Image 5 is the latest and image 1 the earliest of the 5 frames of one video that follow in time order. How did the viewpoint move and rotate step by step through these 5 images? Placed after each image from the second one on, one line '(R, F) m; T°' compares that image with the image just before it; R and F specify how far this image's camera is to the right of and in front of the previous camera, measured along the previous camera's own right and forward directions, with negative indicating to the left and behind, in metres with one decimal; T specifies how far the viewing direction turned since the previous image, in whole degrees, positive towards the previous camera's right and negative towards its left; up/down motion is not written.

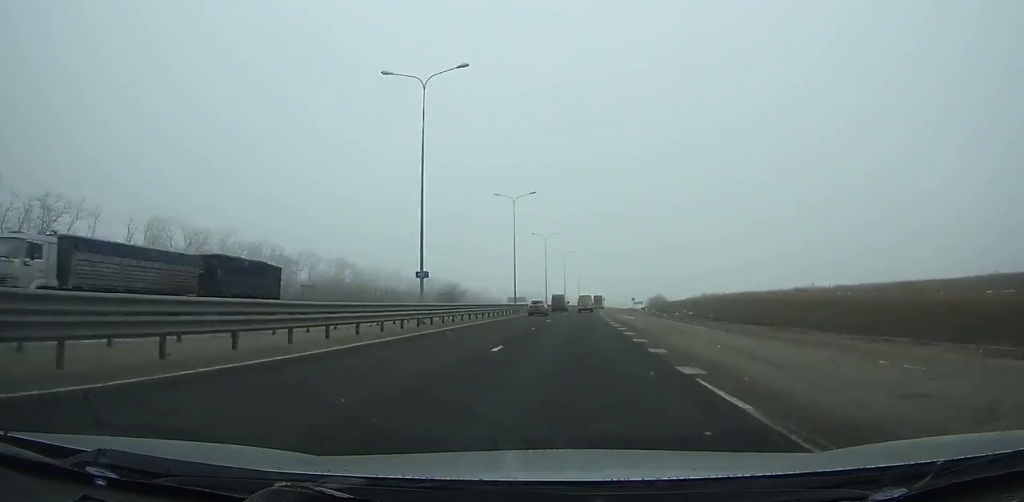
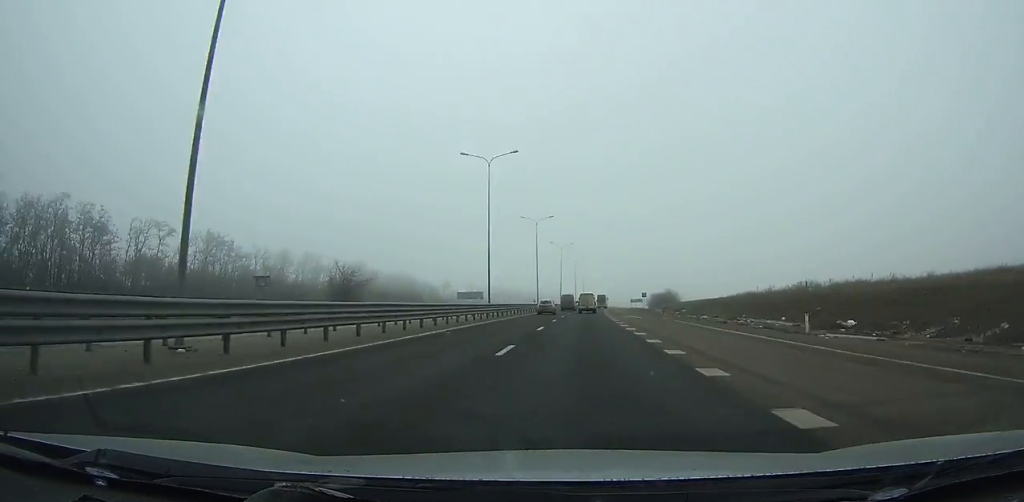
(+1.1, +61.0) m; +2°
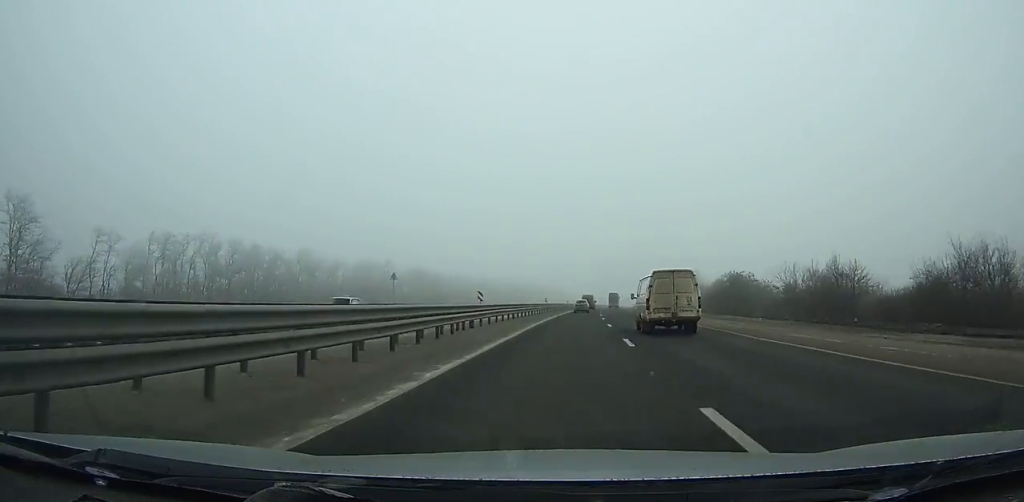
(+14.7, +232.0) m; +8°
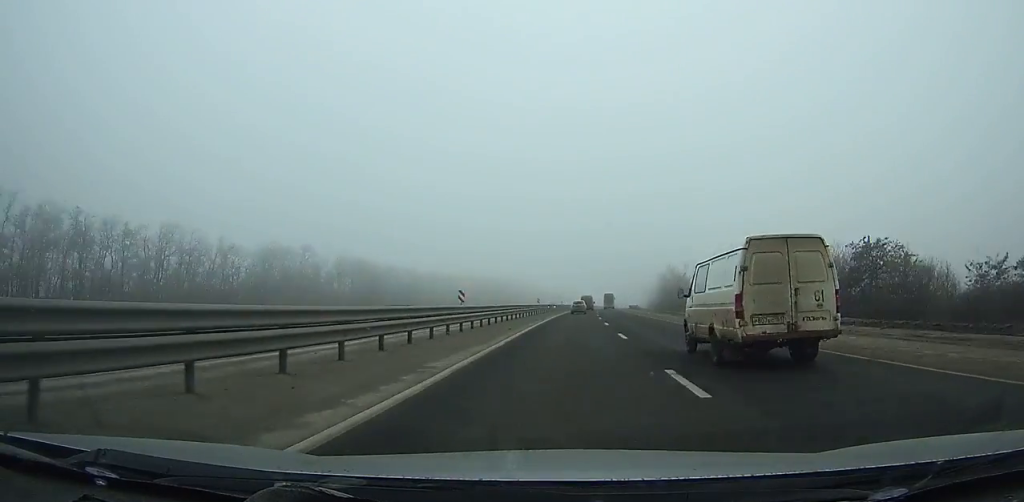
(+0.7, +44.7) m; +2°
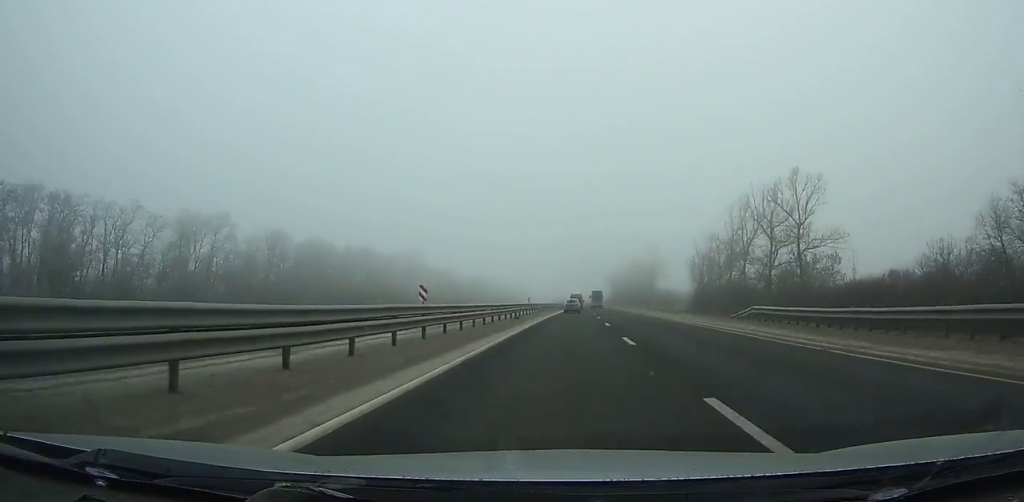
(+9.1, +168.9) m; +5°
